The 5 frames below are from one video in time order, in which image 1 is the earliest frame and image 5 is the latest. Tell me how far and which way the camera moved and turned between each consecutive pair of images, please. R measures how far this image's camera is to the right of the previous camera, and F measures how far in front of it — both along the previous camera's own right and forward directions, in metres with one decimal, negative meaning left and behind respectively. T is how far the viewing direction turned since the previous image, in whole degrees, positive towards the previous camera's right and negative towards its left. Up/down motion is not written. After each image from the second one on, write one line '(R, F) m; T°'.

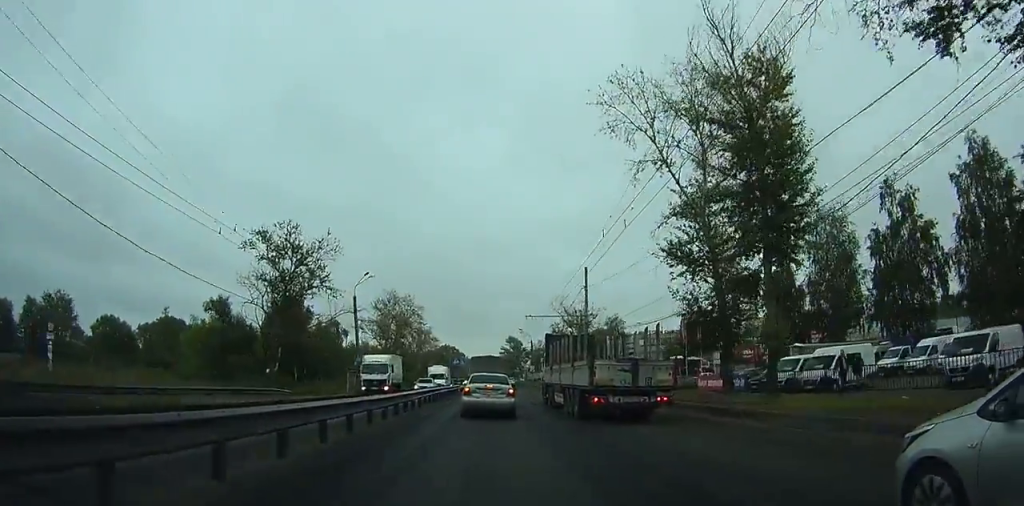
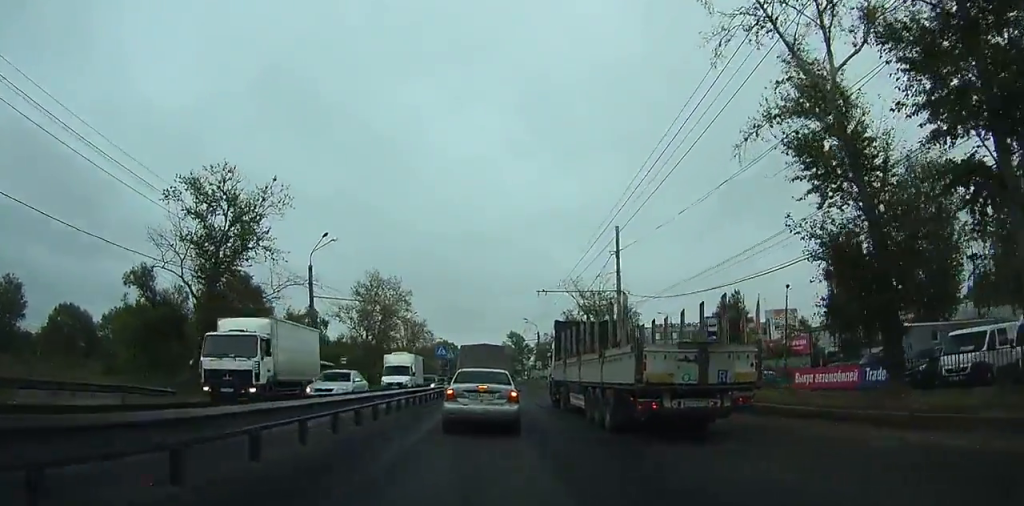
(+0.2, +13.9) m; +1°
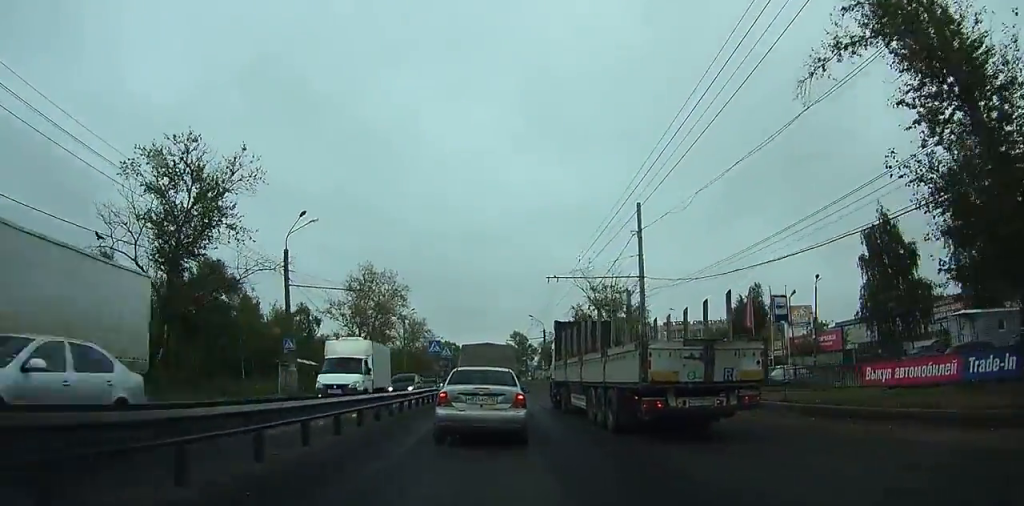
(+0.1, +8.2) m; 0°
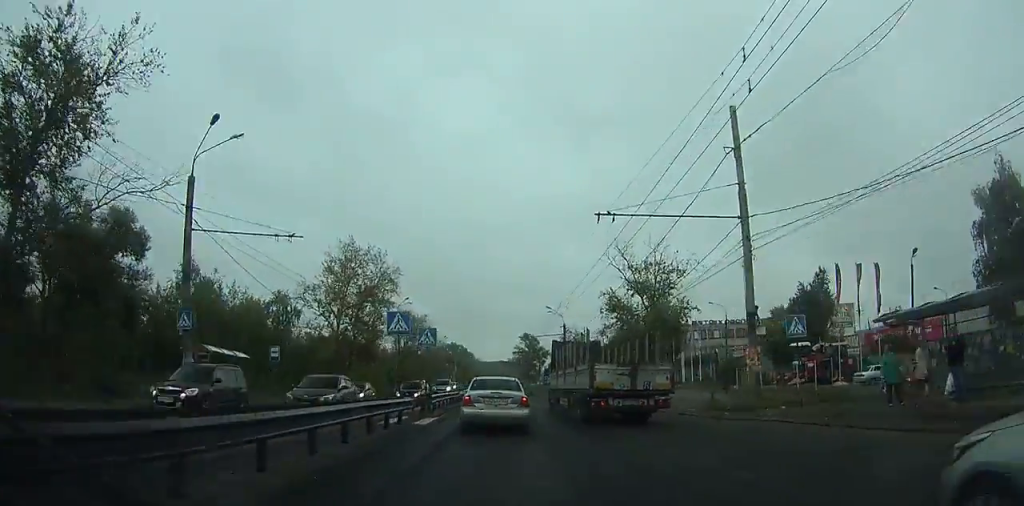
(0.0, +19.4) m; 0°
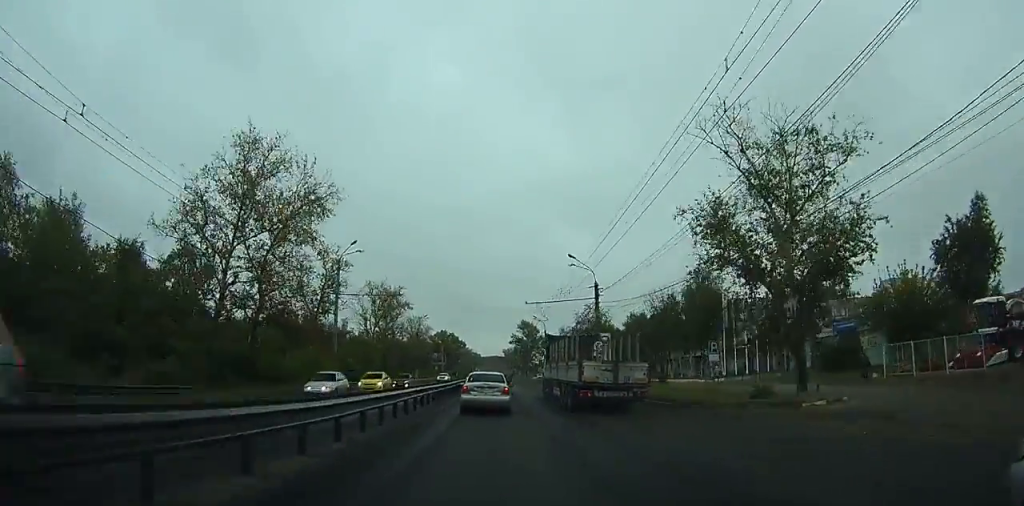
(+0.2, +22.3) m; +1°
